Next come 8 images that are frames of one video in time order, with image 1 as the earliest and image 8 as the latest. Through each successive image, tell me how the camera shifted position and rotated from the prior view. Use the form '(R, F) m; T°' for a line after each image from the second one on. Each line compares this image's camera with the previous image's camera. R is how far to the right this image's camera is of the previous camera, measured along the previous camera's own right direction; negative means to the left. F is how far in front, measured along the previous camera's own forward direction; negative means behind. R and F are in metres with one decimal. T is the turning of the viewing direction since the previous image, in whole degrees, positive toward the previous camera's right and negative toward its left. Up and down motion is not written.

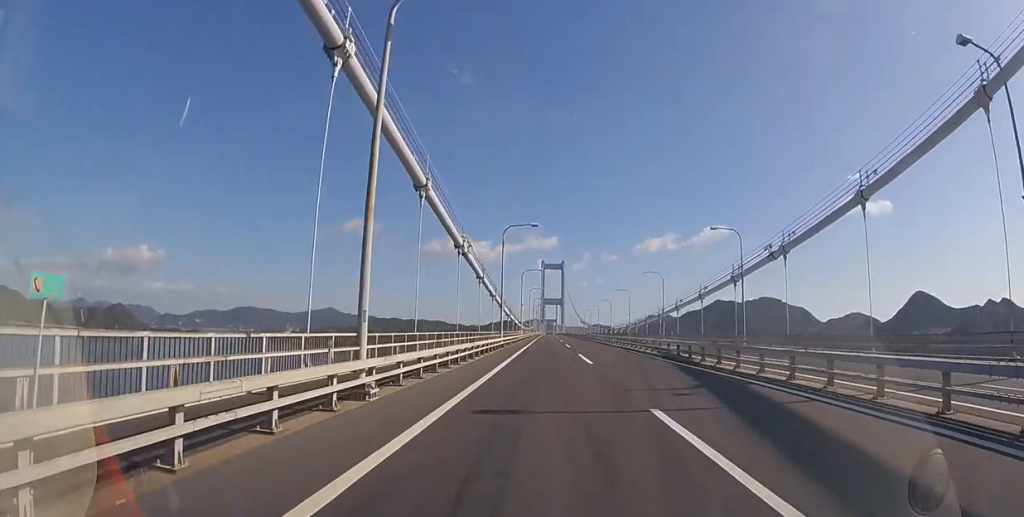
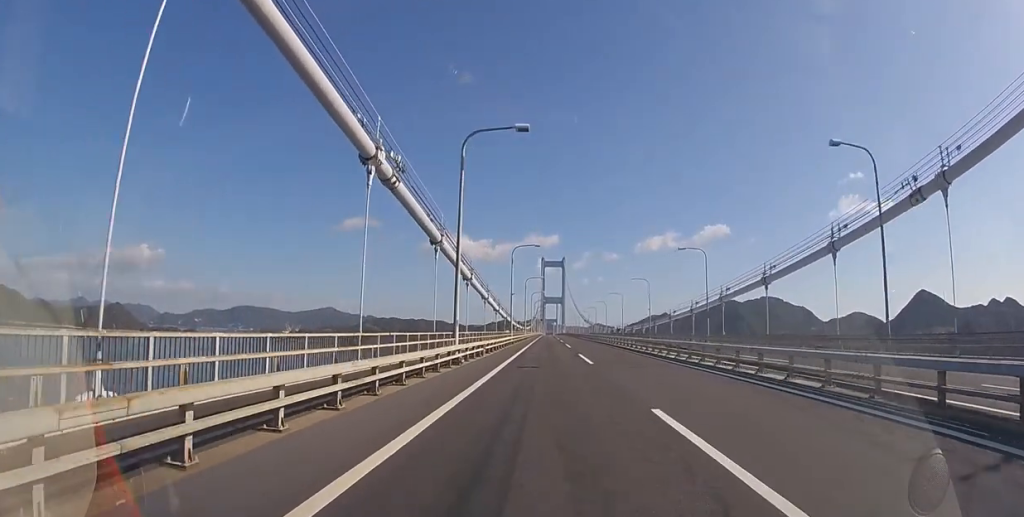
(0.0, +19.4) m; 0°
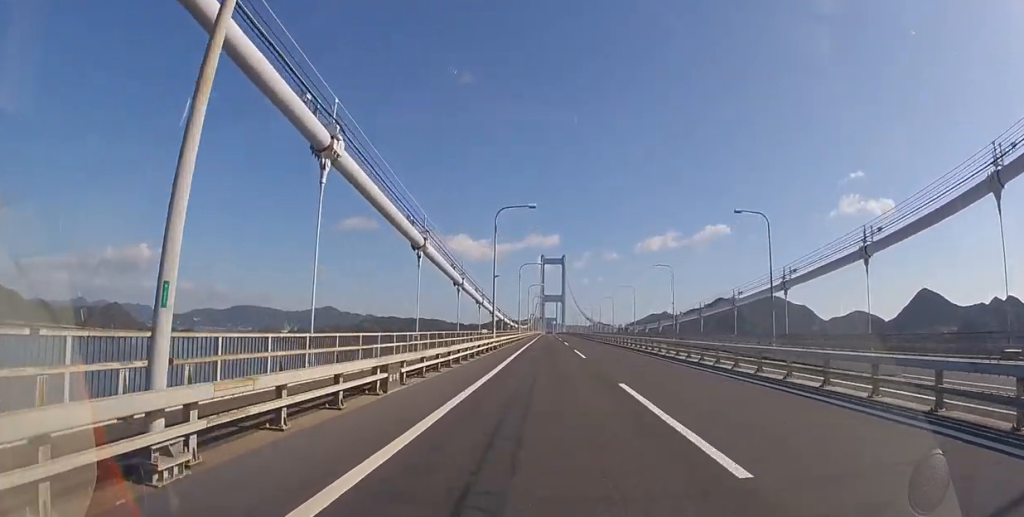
(0.0, +16.6) m; 0°
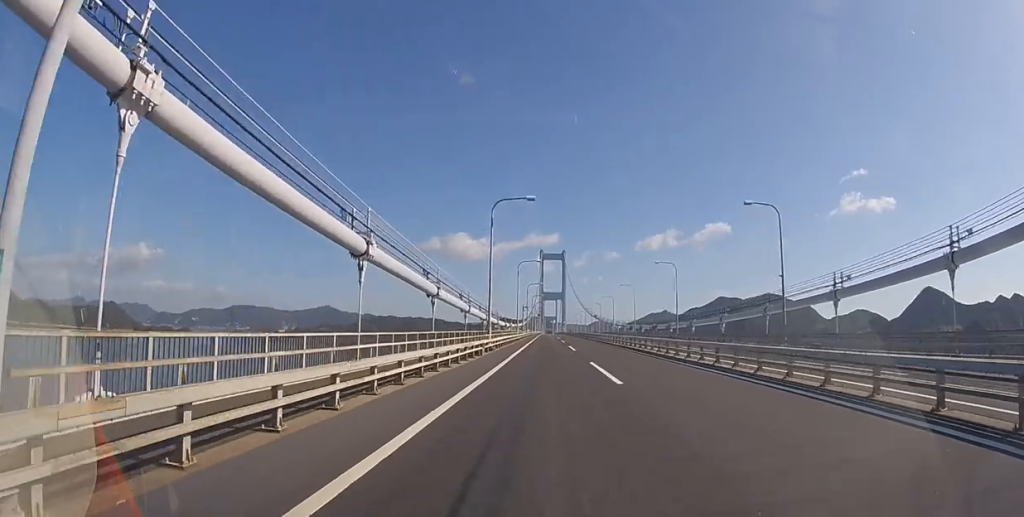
(0.0, +31.9) m; 0°
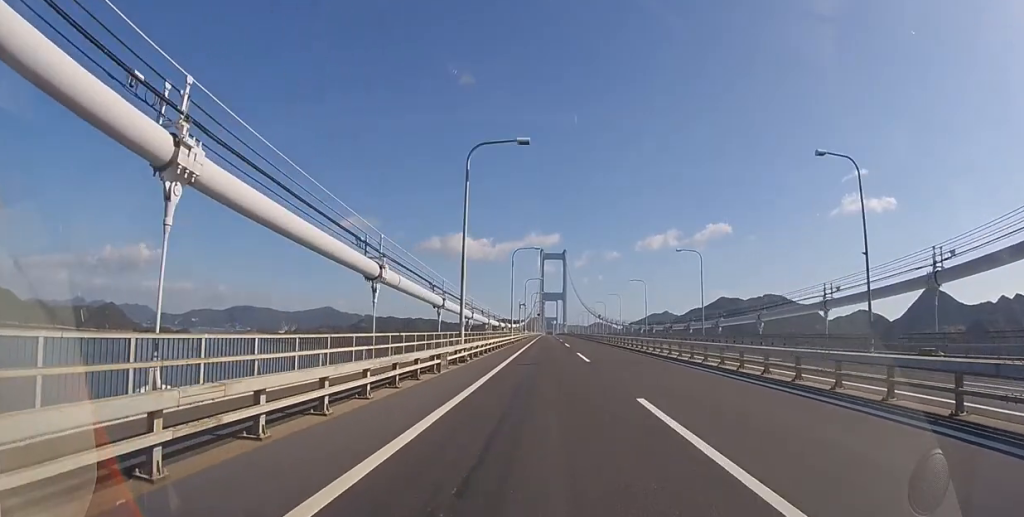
(0.0, +10.2) m; 0°
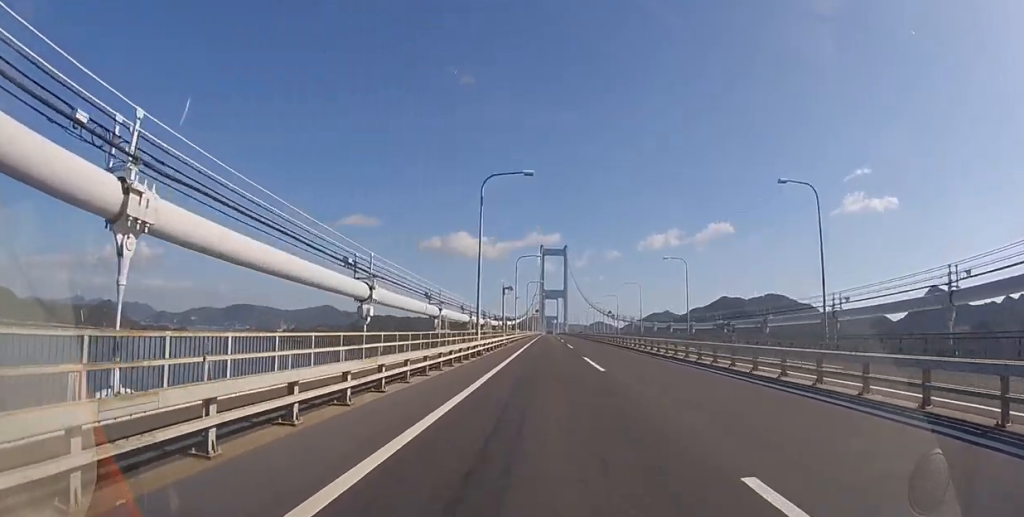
(0.0, +25.6) m; 0°
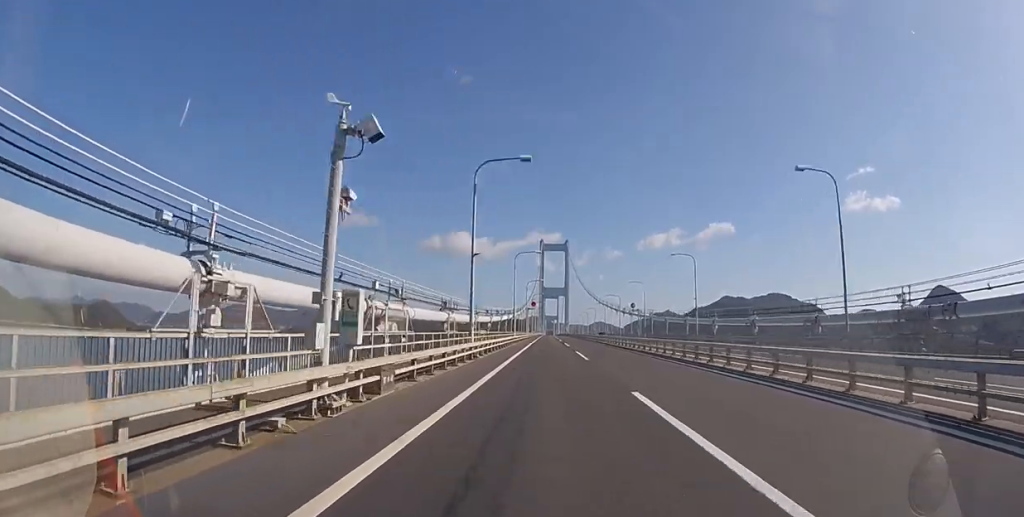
(0.0, +33.1) m; 0°
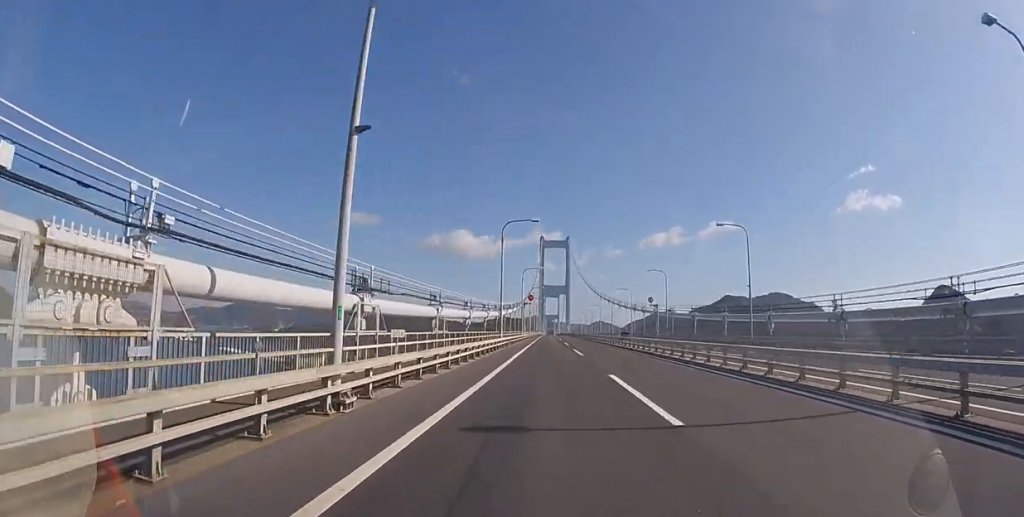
(0.0, +15.5) m; 0°
